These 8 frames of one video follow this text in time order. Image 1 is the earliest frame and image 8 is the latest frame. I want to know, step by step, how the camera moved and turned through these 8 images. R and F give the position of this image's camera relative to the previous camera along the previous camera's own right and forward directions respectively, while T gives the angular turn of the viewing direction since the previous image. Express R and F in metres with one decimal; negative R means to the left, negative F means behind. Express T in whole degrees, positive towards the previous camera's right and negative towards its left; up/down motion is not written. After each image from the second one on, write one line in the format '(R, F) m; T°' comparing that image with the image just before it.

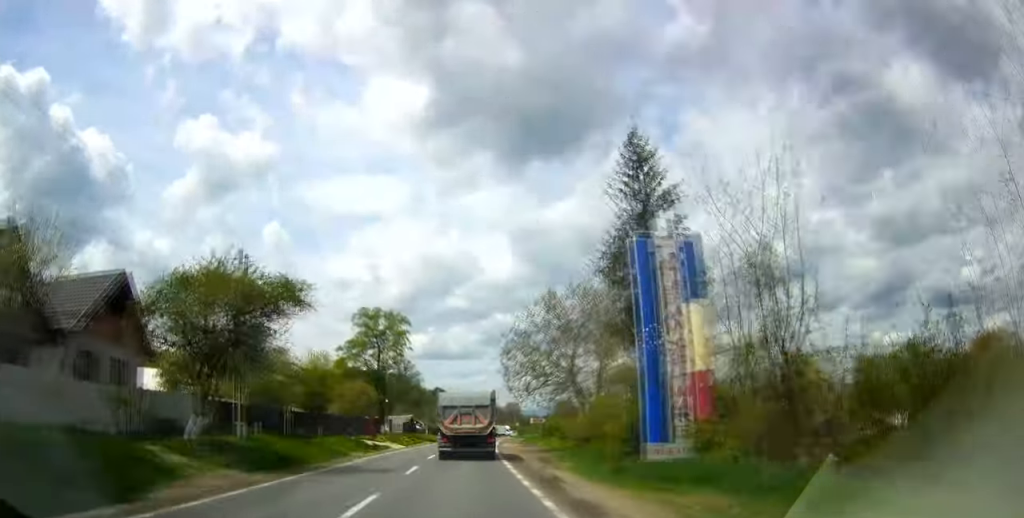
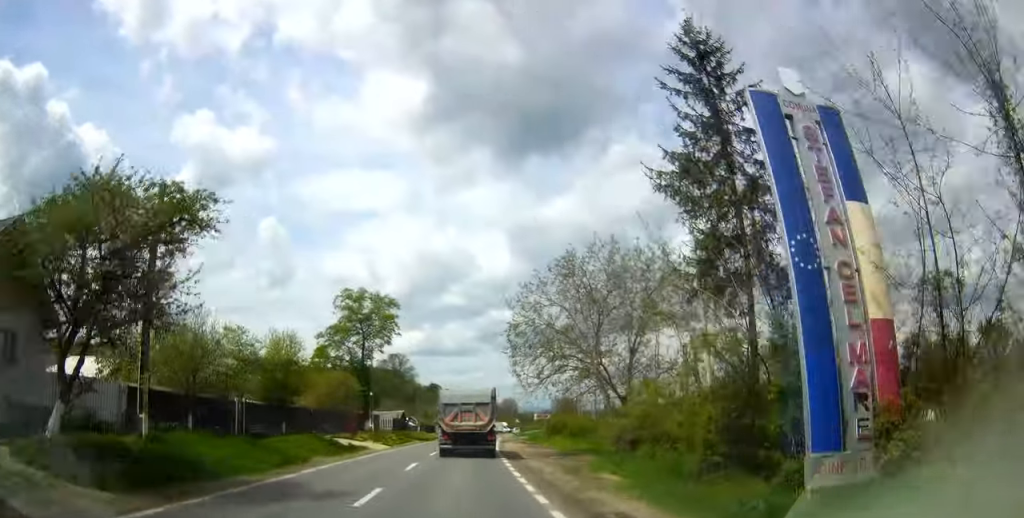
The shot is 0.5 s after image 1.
(0.0, +7.7) m; 0°
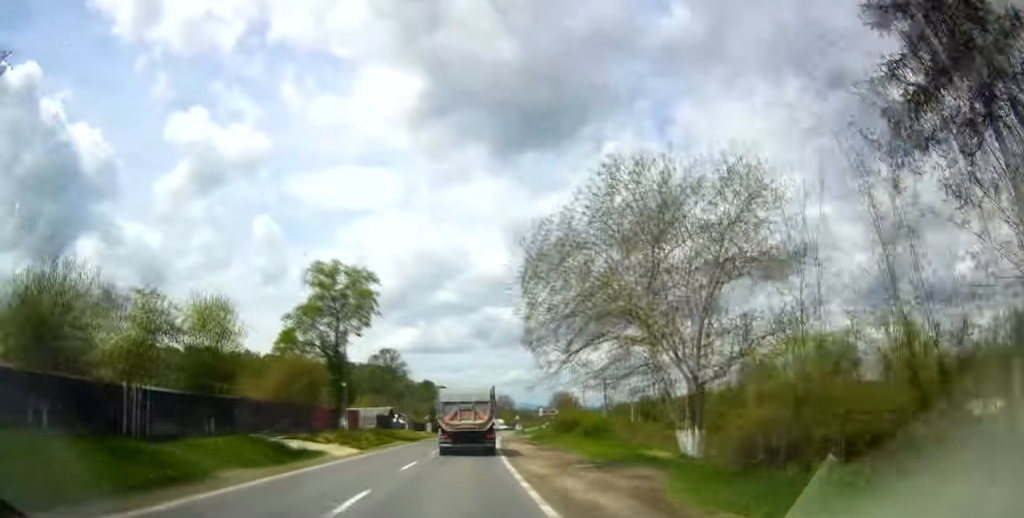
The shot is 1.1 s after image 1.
(0.0, +9.6) m; 0°
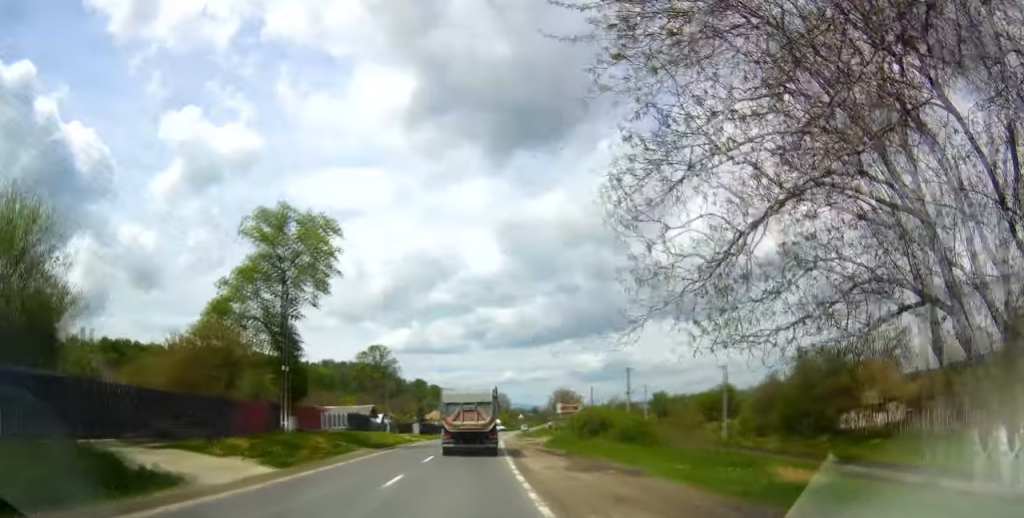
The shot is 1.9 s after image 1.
(+0.1, +13.5) m; 0°
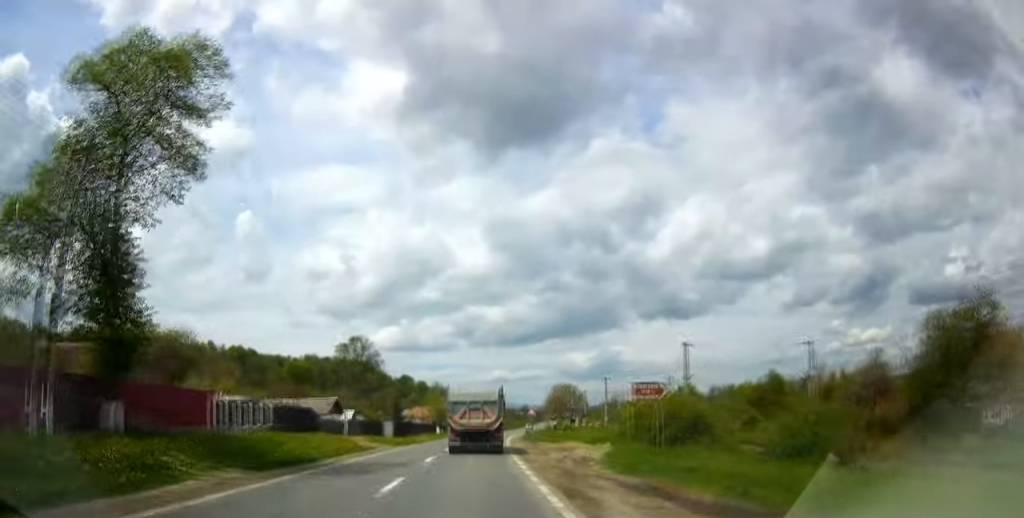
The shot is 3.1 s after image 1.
(+0.1, +19.4) m; +2°
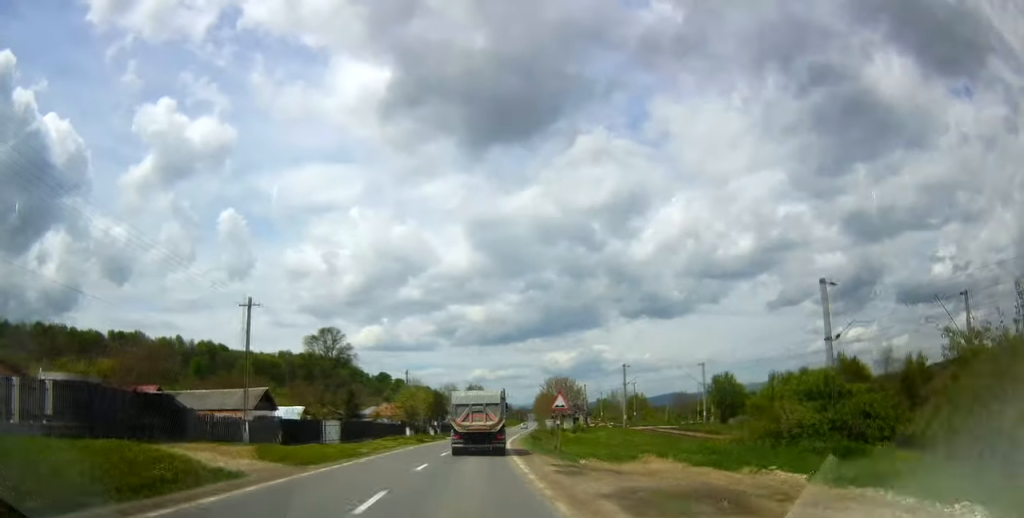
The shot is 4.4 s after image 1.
(+0.9, +20.4) m; +4°
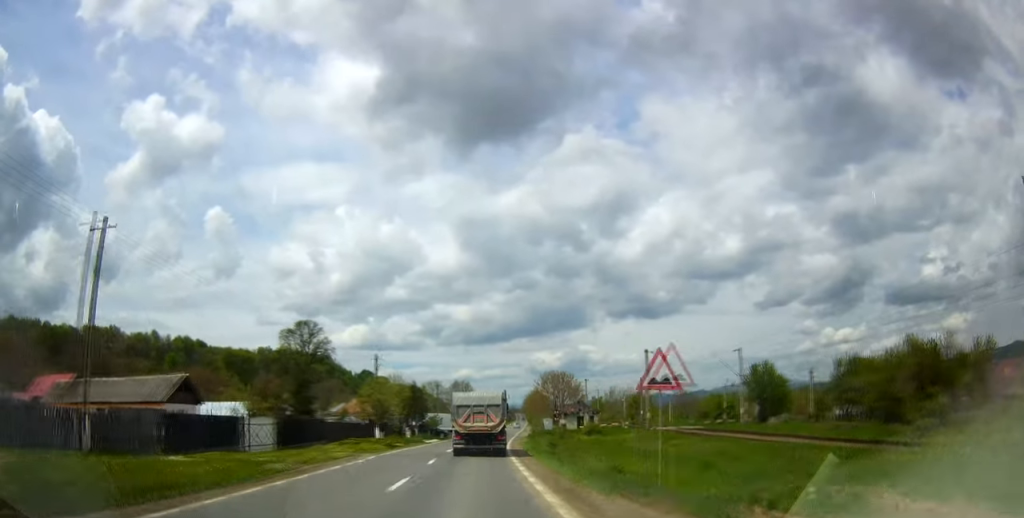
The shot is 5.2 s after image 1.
(+0.4, +14.0) m; +2°
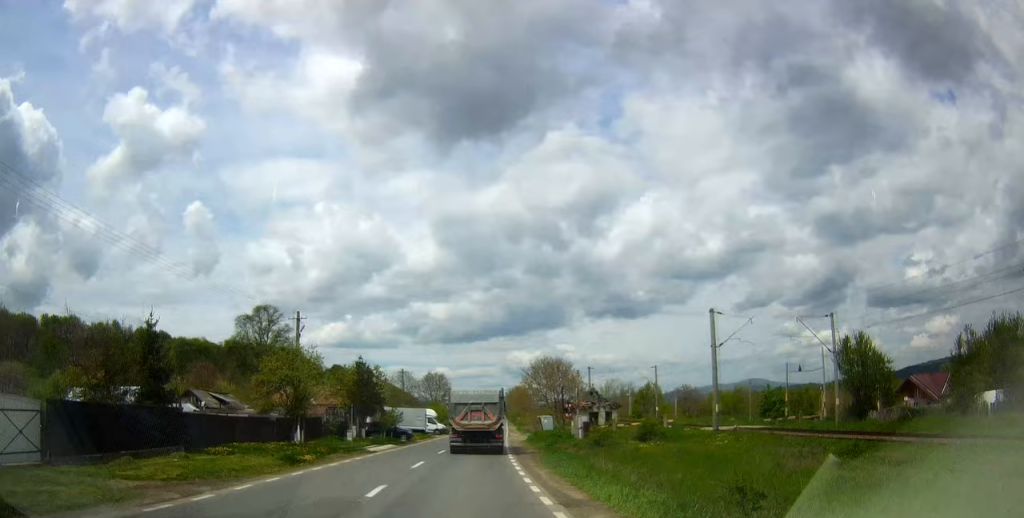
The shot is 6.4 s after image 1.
(-0.1, +20.2) m; -1°
